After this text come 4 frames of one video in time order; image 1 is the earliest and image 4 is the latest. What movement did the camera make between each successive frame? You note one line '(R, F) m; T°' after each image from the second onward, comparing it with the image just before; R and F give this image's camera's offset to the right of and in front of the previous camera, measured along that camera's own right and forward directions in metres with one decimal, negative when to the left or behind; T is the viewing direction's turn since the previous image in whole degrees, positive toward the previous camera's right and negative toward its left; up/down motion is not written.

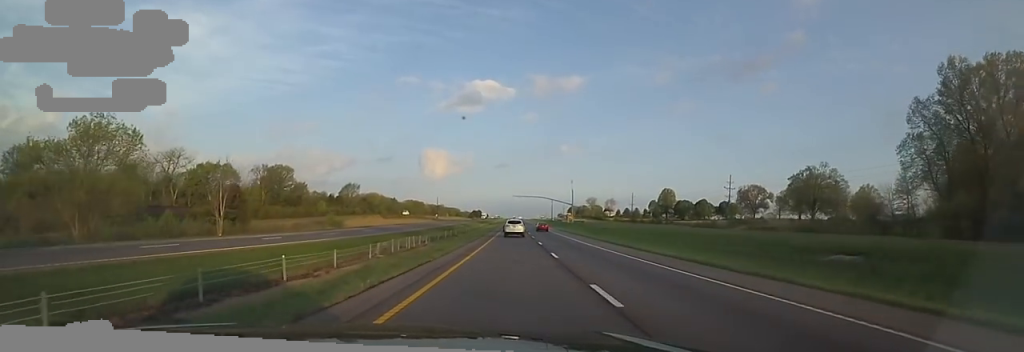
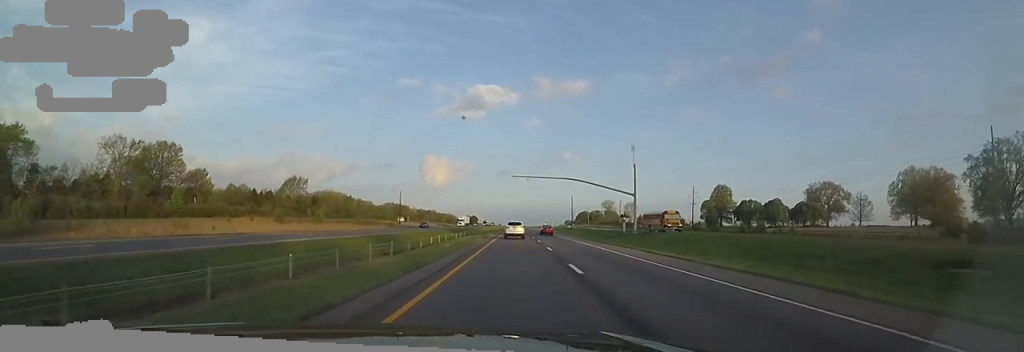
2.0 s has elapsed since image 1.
(+0.2, +67.1) m; -1°
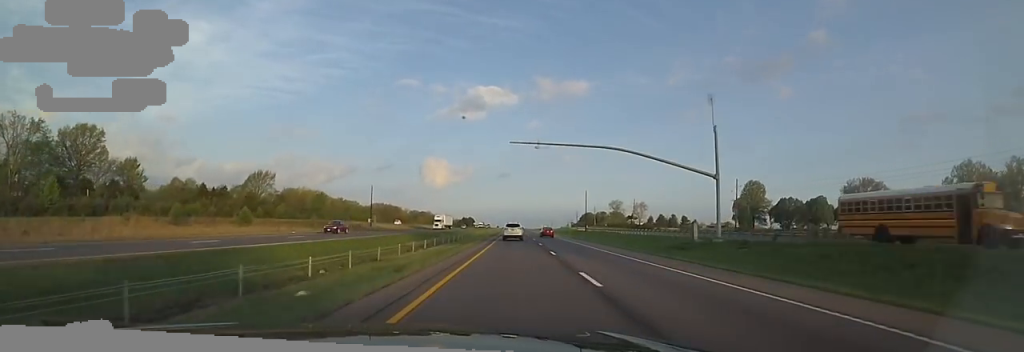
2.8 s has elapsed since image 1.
(-0.4, +26.1) m; -1°
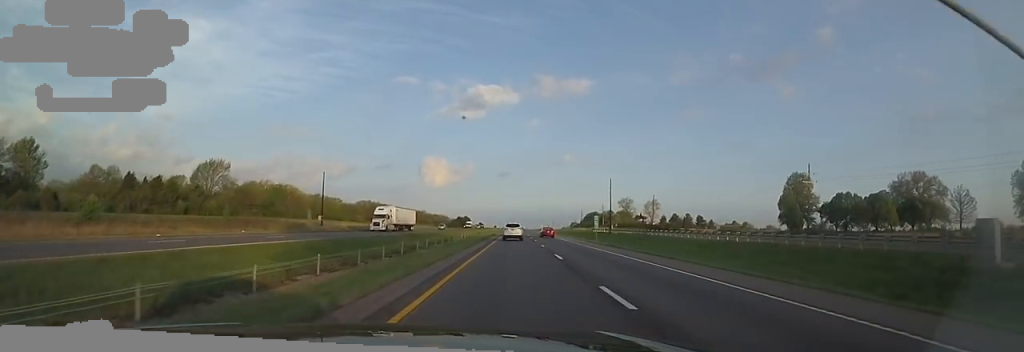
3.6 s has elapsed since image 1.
(-0.3, +26.9) m; +1°
